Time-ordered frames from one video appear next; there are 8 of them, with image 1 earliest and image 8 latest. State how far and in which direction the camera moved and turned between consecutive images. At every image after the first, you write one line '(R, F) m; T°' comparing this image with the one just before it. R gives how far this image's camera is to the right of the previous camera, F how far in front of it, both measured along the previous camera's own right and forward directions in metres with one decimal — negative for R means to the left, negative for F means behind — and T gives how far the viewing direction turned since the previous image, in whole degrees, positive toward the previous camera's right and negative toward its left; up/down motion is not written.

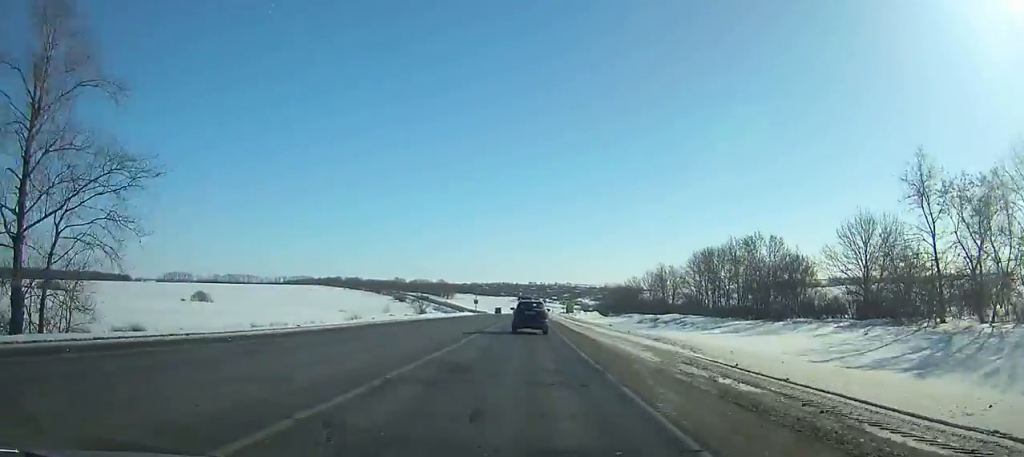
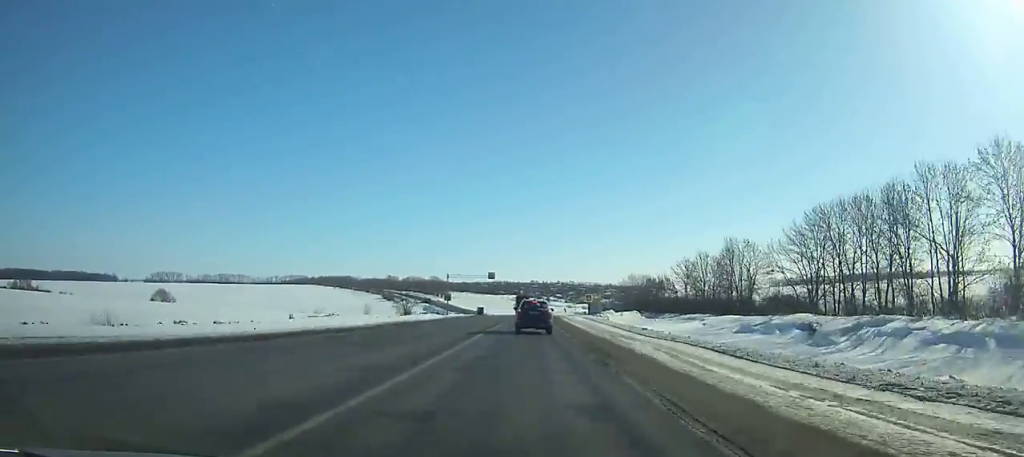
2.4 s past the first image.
(0.0, +57.6) m; 0°
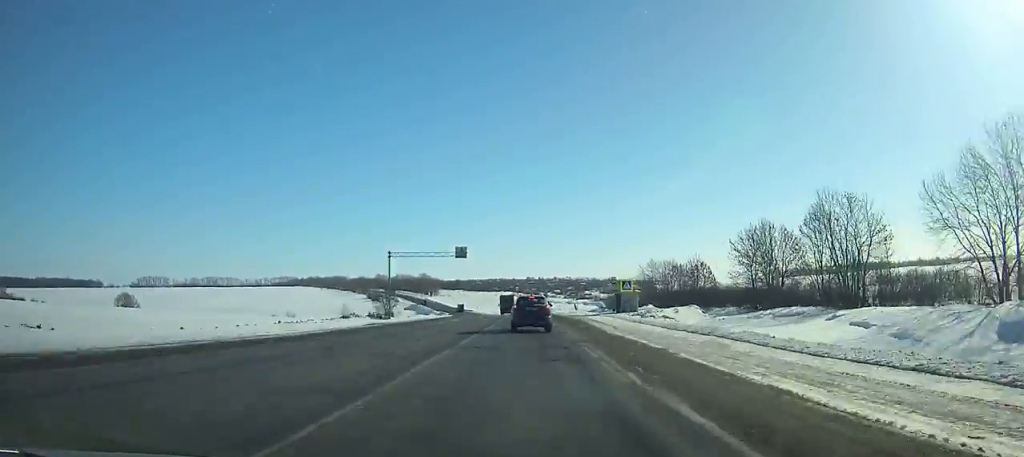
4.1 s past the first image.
(-0.1, +40.1) m; 0°
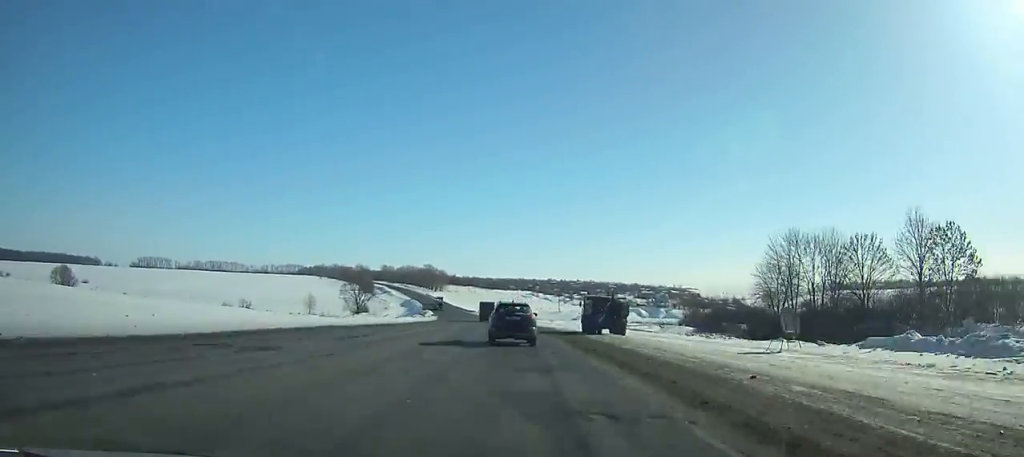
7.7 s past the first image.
(-0.3, +81.1) m; -1°
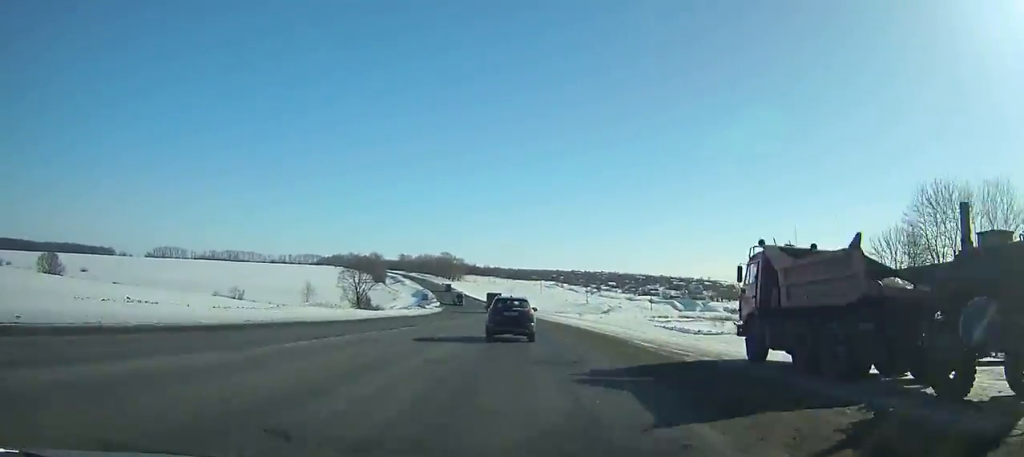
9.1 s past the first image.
(-0.4, +30.5) m; -1°
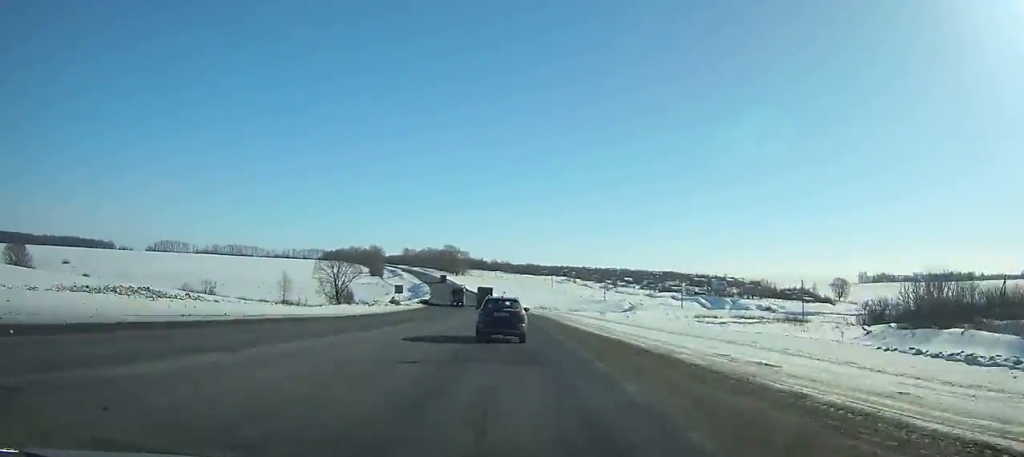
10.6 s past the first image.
(-0.2, +32.4) m; -2°
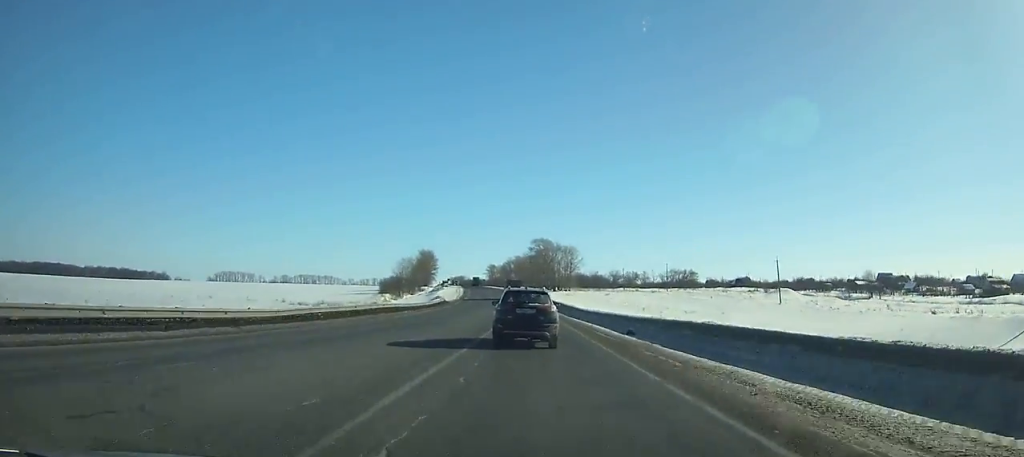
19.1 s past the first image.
(-15.5, +175.9) m; -10°
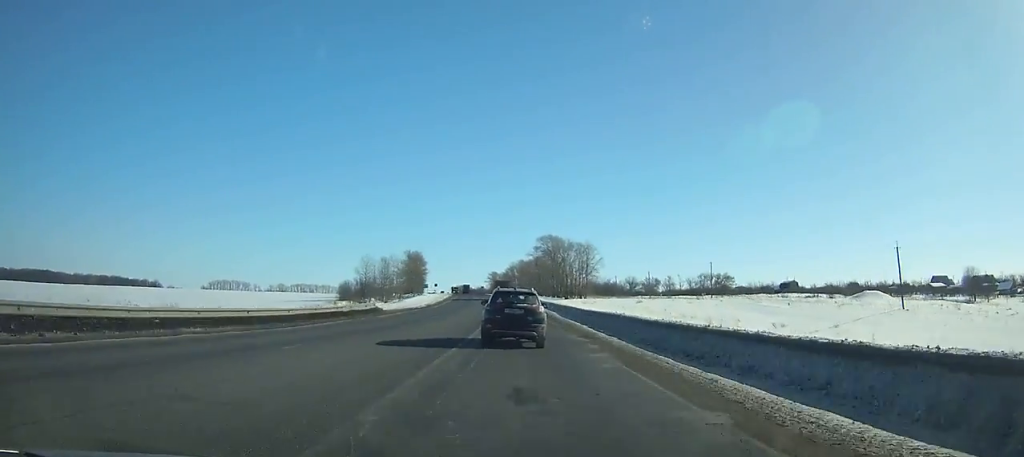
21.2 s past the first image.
(-1.2, +42.1) m; -2°
